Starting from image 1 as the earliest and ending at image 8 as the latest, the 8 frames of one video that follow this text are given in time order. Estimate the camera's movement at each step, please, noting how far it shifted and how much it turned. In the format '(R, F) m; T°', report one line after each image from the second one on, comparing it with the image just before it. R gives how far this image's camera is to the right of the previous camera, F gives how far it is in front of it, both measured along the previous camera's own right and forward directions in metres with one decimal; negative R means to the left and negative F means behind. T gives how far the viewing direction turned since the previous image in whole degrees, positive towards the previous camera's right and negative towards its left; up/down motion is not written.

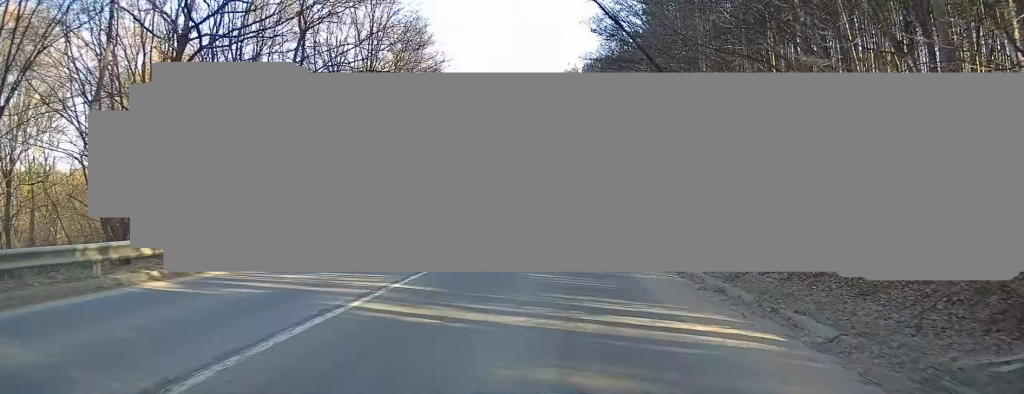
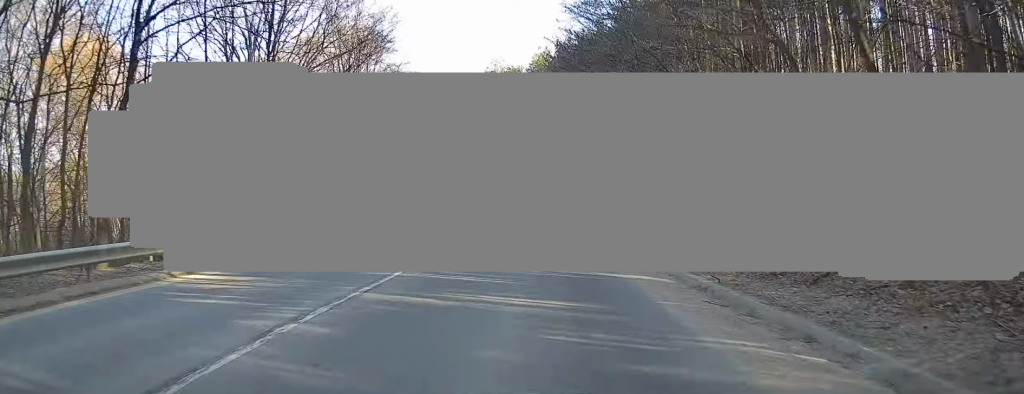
(+0.2, +8.0) m; +2°
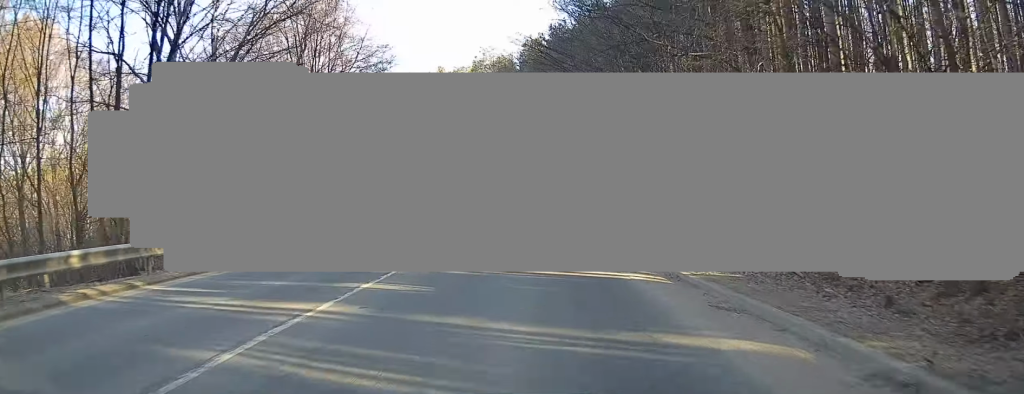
(+0.1, +6.1) m; +1°
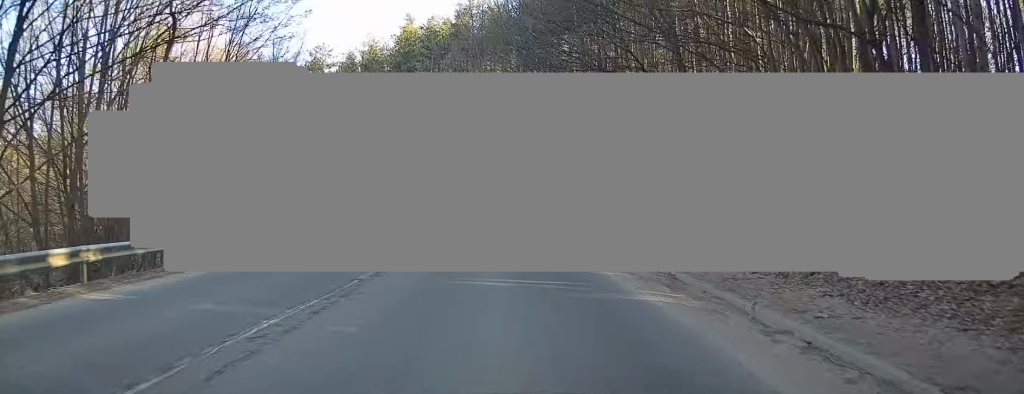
(+0.1, +21.2) m; -2°
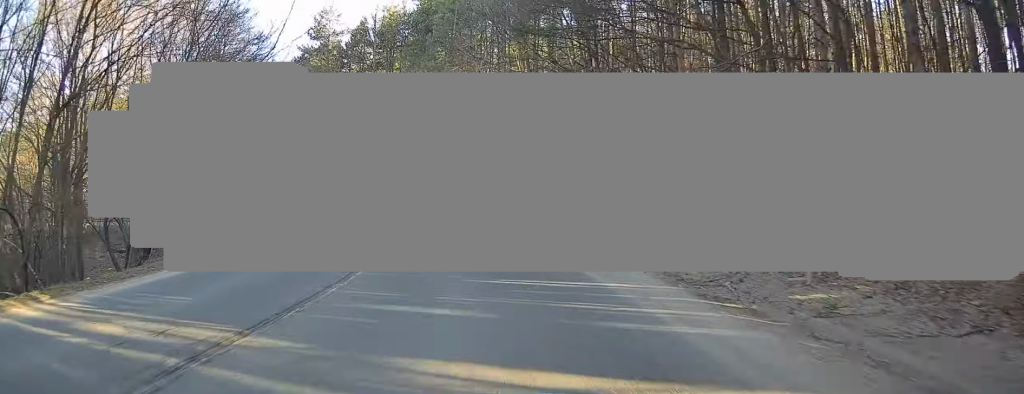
(-0.3, +11.5) m; -4°
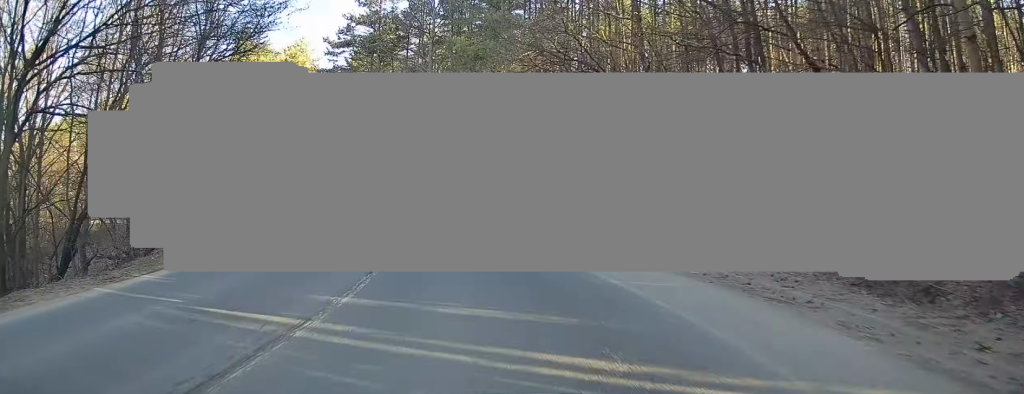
(-0.1, +9.5) m; -4°
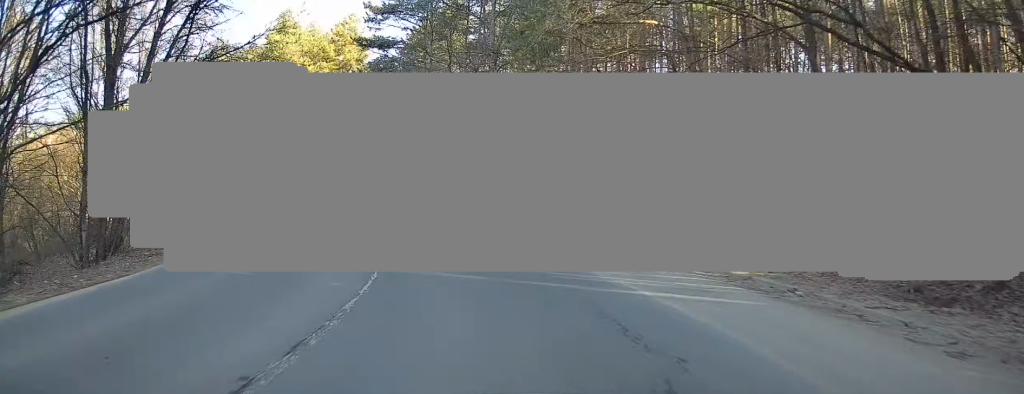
(-0.4, +7.5) m; -8°
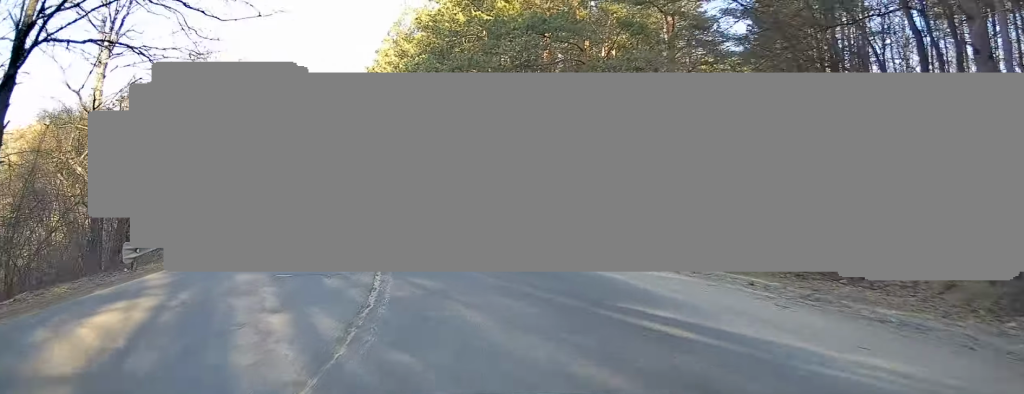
(-6.4, +24.8) m; -30°
